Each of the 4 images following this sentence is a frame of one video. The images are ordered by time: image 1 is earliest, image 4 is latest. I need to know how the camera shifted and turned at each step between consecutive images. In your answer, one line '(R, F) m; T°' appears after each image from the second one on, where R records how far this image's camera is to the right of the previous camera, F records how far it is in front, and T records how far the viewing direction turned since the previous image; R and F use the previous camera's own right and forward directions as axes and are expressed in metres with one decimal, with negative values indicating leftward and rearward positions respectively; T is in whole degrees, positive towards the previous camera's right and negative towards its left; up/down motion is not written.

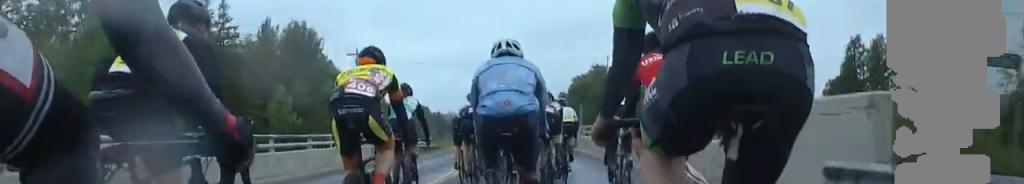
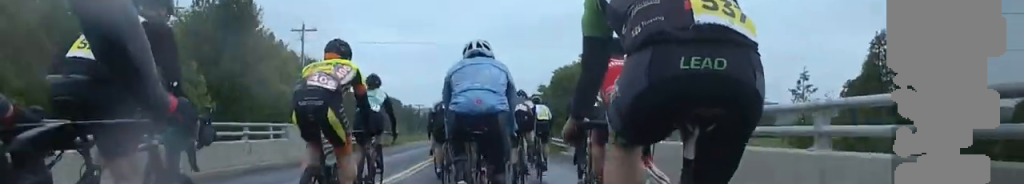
(0.0, +8.5) m; 0°
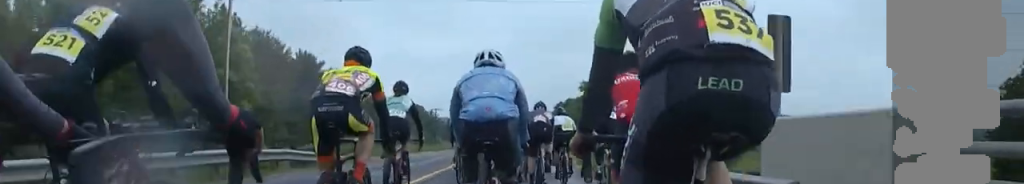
(0.0, +16.2) m; 0°
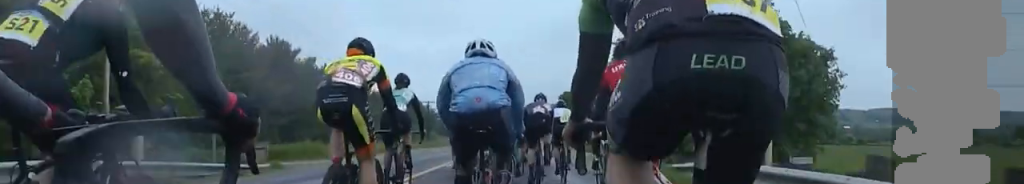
(0.0, +8.9) m; 0°
